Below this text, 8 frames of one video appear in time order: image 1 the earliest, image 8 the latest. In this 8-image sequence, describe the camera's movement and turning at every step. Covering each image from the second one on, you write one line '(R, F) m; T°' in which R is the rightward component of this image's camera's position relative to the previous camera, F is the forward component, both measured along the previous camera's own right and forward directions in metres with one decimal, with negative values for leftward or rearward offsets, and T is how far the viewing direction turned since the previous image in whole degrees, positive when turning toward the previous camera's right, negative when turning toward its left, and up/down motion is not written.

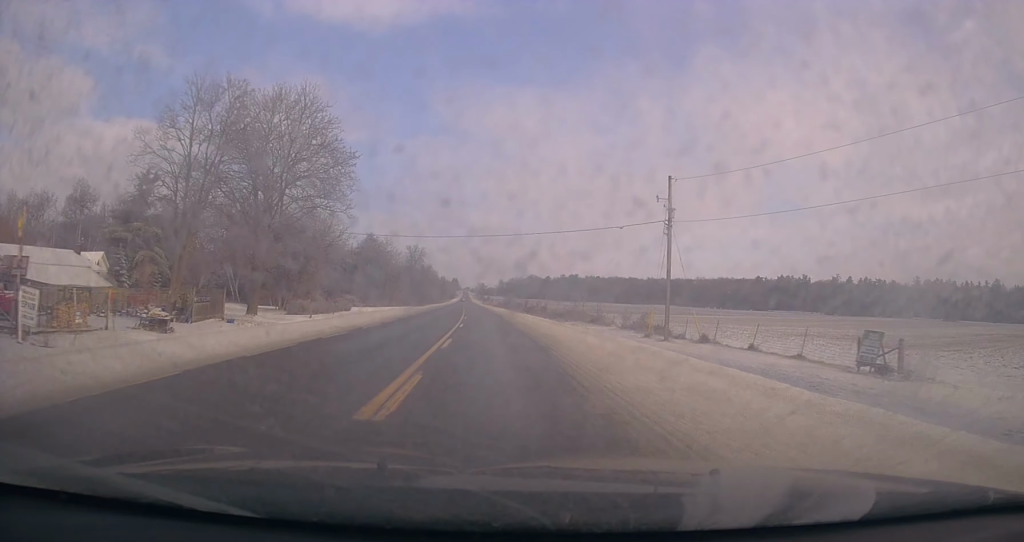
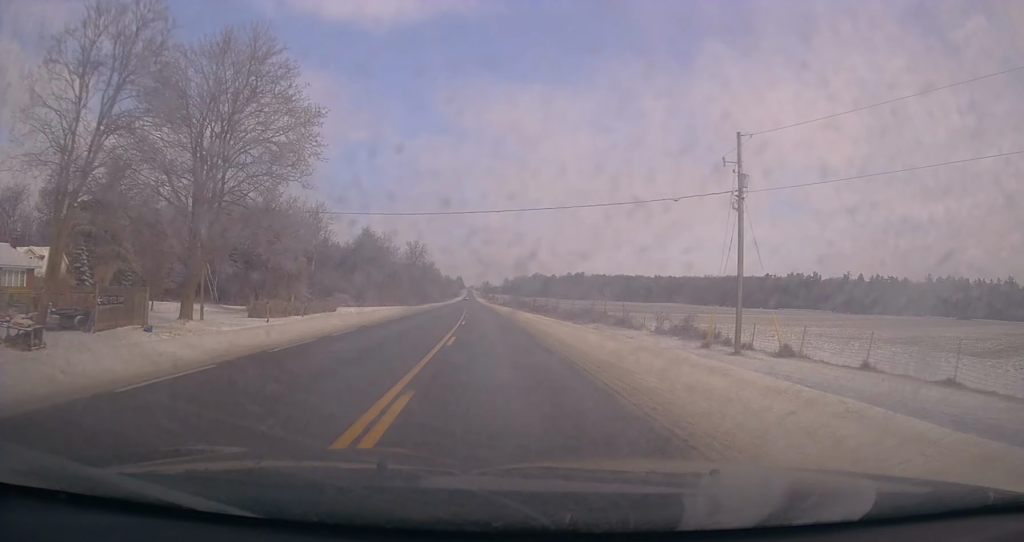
(-0.4, +10.8) m; 0°
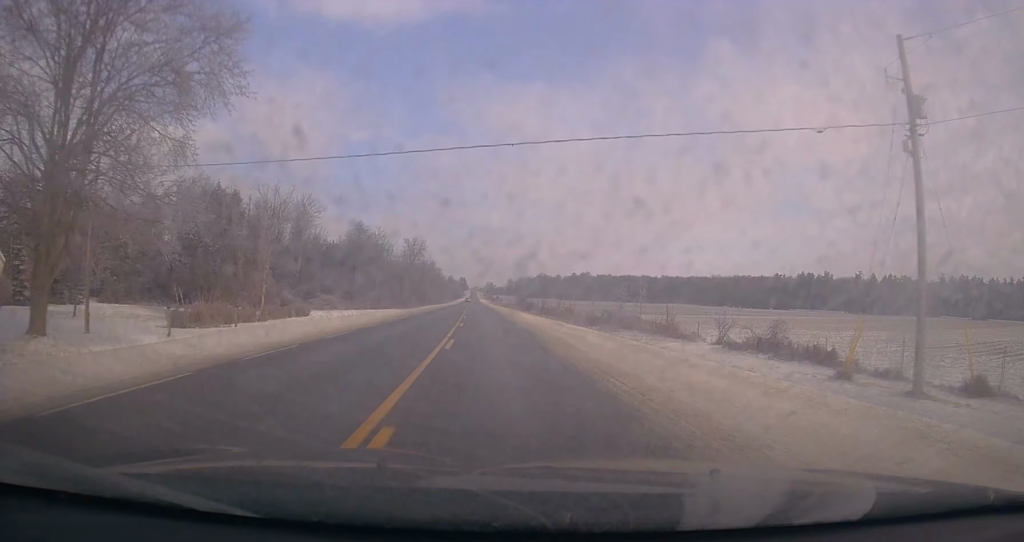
(-0.1, +12.2) m; 0°
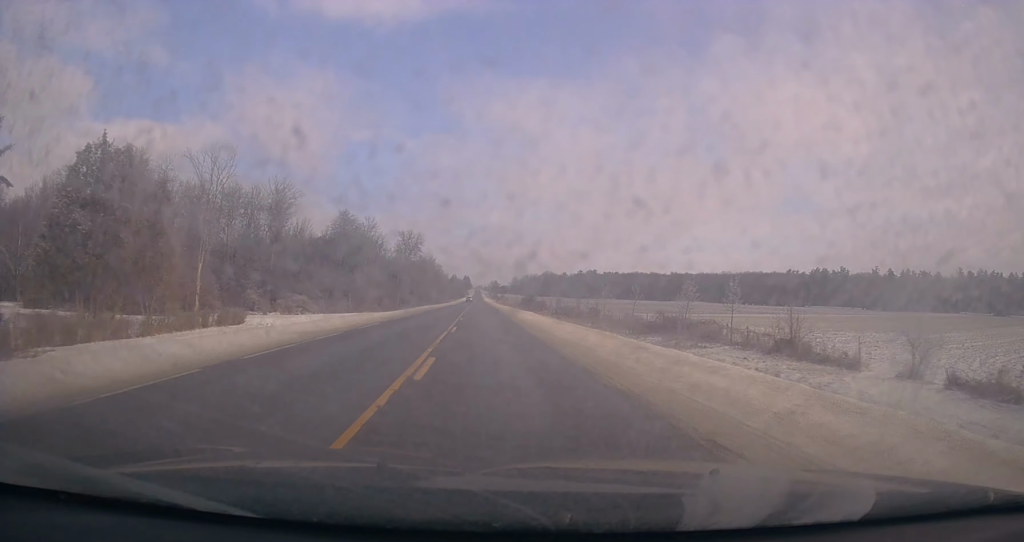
(+0.4, +18.5) m; +1°
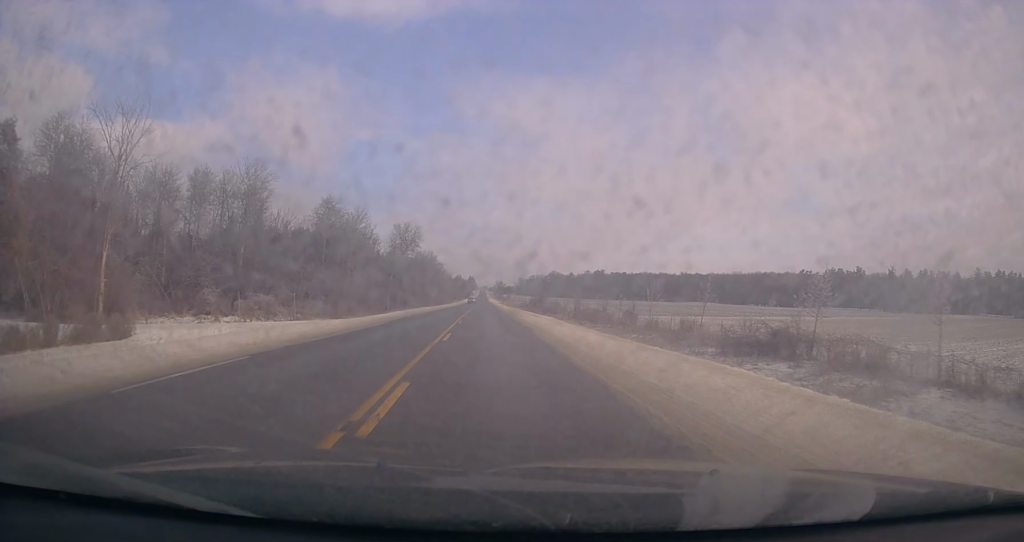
(0.0, +15.5) m; -1°
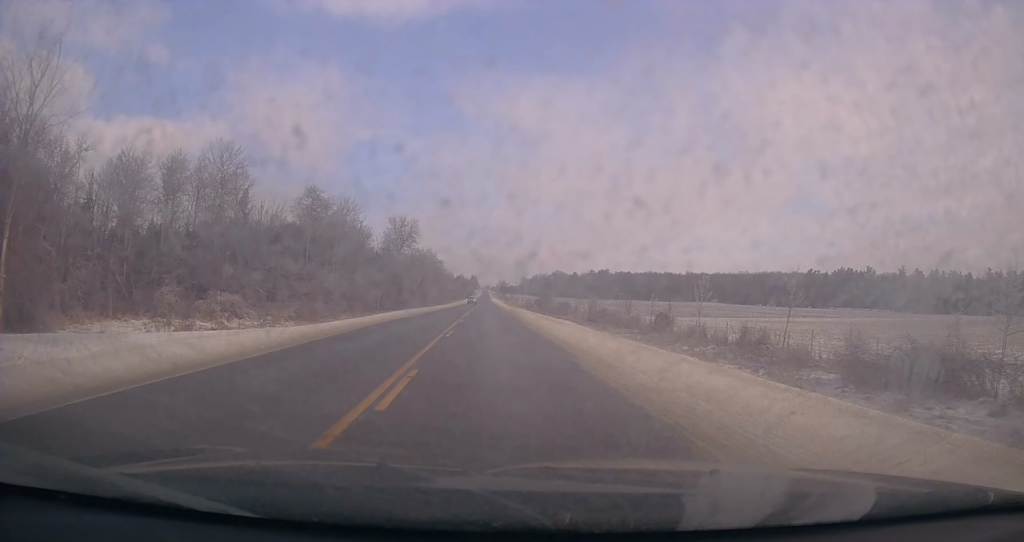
(0.0, +10.1) m; 0°
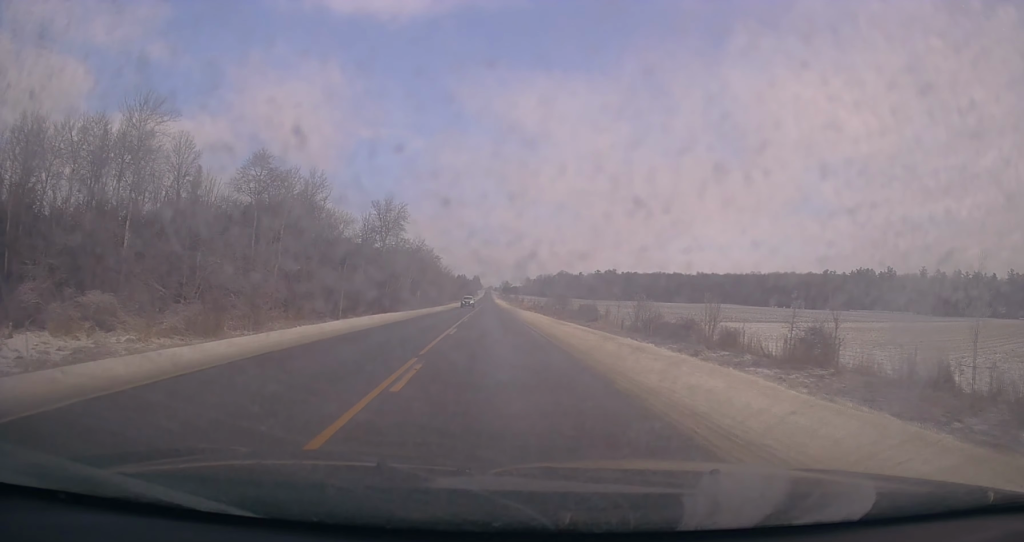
(-0.3, +22.8) m; -1°
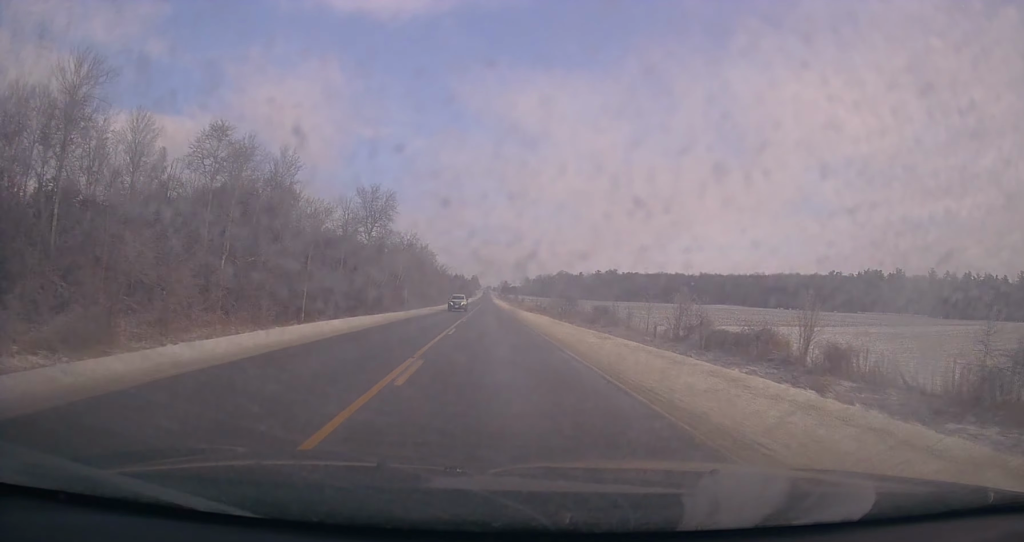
(-0.1, +11.4) m; +1°
